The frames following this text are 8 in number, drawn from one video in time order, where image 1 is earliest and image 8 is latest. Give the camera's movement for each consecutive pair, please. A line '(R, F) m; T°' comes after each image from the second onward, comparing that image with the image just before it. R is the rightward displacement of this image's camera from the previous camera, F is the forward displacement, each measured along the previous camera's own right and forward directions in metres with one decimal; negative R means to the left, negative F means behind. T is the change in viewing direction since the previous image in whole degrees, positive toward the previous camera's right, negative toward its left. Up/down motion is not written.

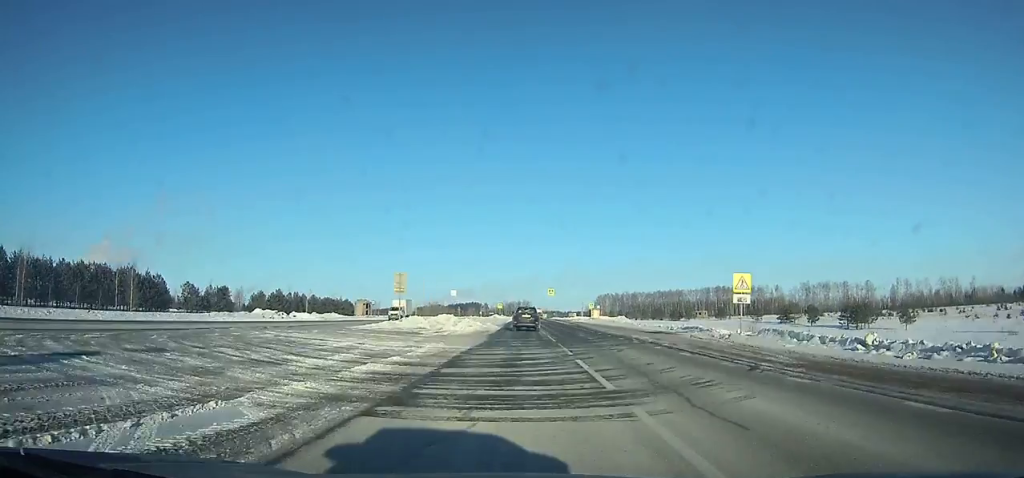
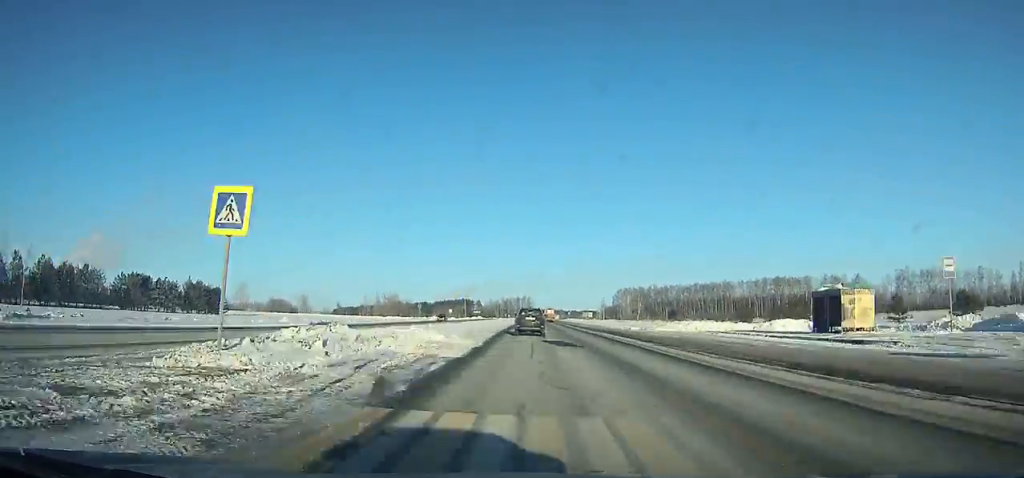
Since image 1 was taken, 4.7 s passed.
(-0.1, +119.6) m; 0°
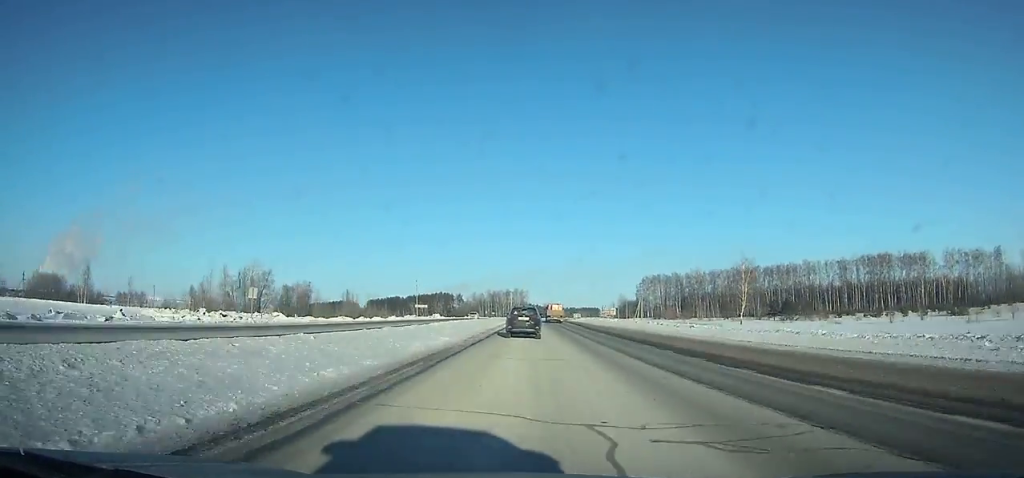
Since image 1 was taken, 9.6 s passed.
(+0.7, +122.6) m; +1°
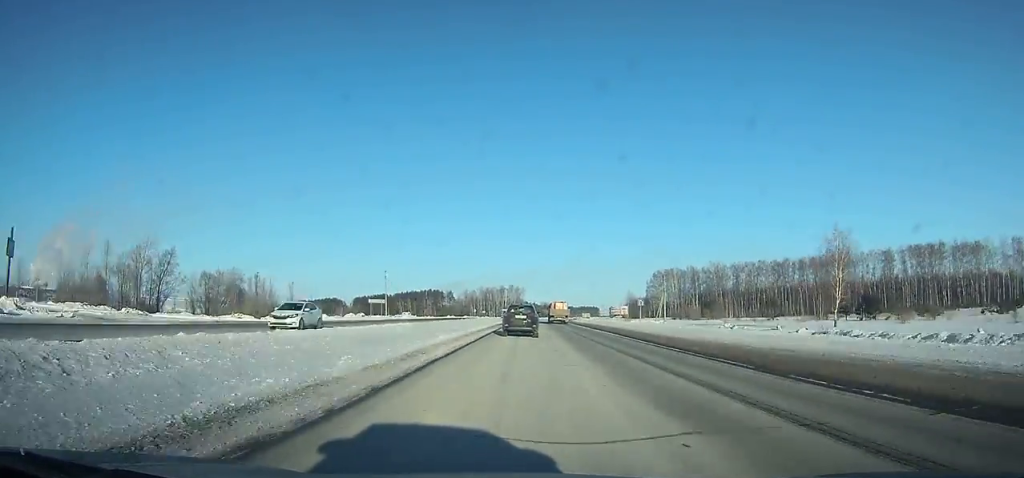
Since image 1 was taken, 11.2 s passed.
(+0.2, +39.9) m; 0°
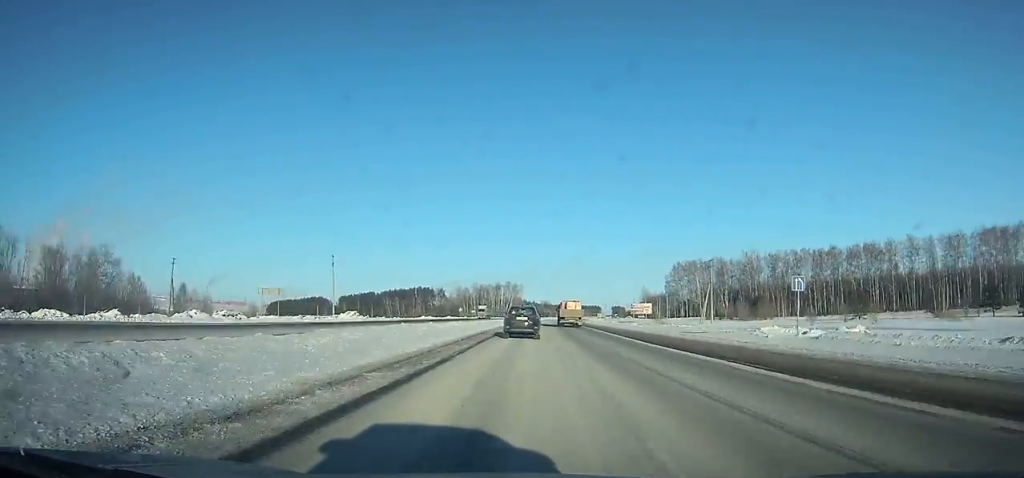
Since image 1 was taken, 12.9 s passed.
(+0.1, +42.3) m; +1°
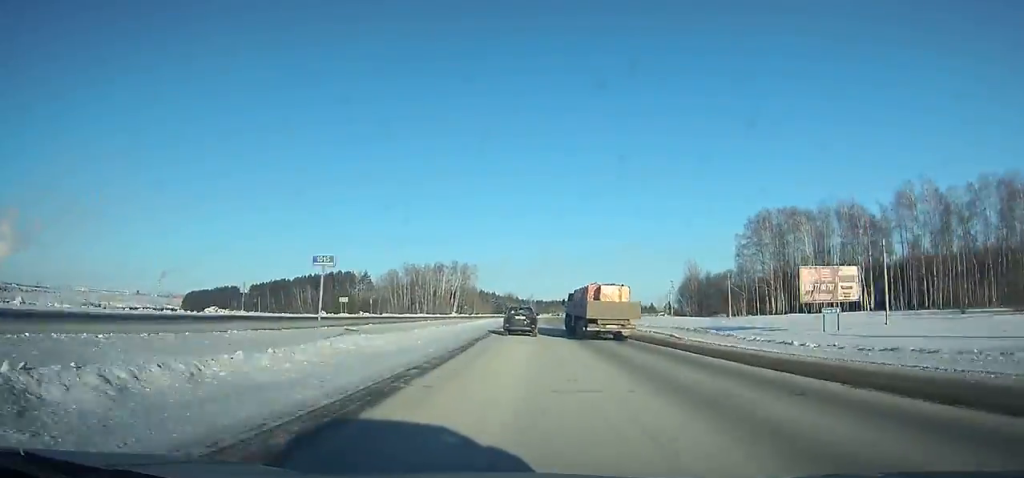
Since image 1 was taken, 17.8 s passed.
(+2.9, +123.0) m; +3°
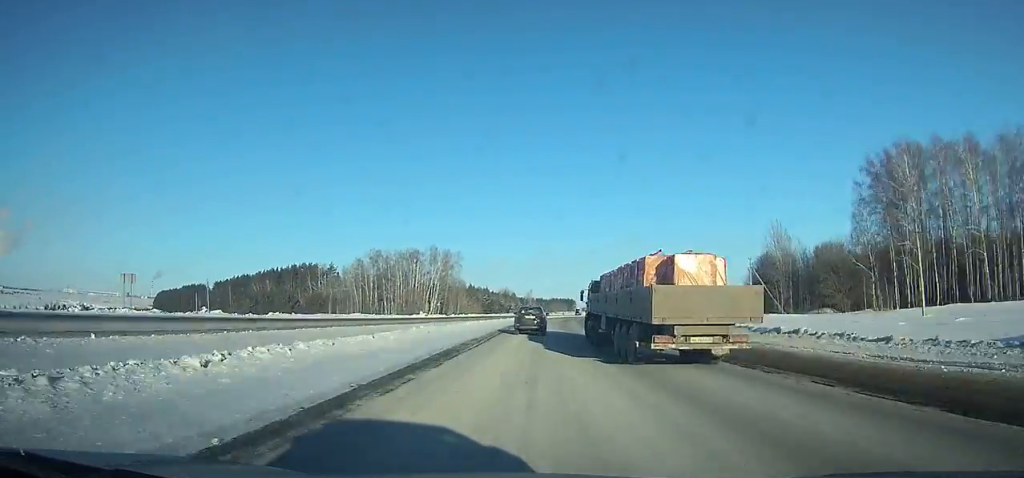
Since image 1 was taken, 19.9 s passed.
(+0.6, +53.3) m; +2°
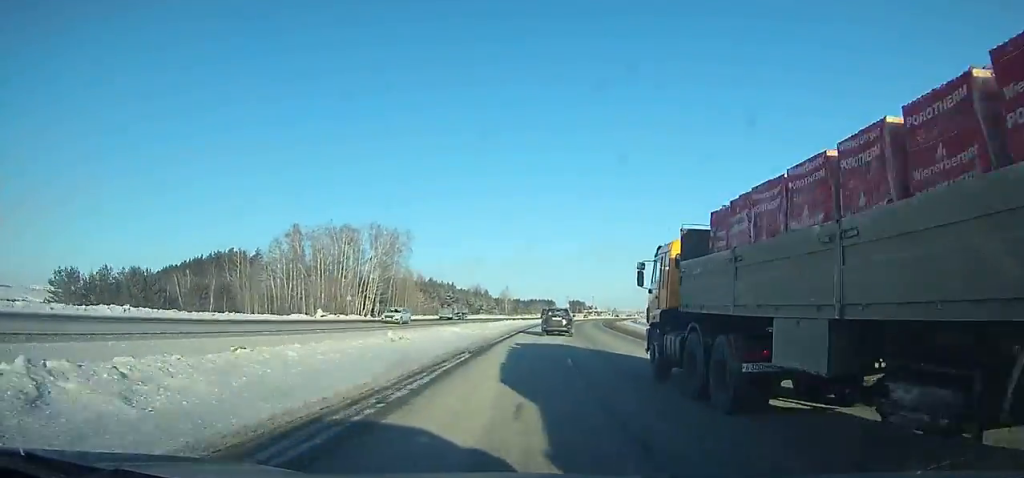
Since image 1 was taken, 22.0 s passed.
(-0.1, +53.6) m; +2°
